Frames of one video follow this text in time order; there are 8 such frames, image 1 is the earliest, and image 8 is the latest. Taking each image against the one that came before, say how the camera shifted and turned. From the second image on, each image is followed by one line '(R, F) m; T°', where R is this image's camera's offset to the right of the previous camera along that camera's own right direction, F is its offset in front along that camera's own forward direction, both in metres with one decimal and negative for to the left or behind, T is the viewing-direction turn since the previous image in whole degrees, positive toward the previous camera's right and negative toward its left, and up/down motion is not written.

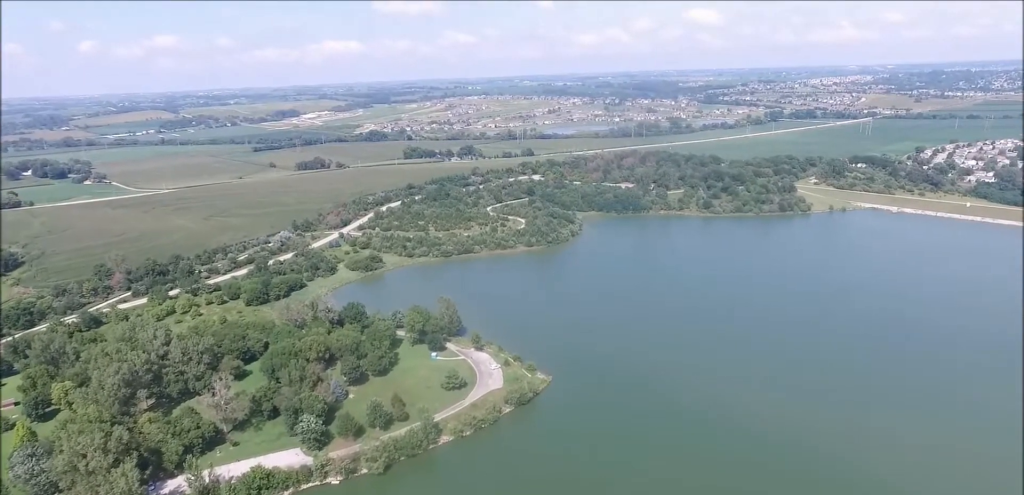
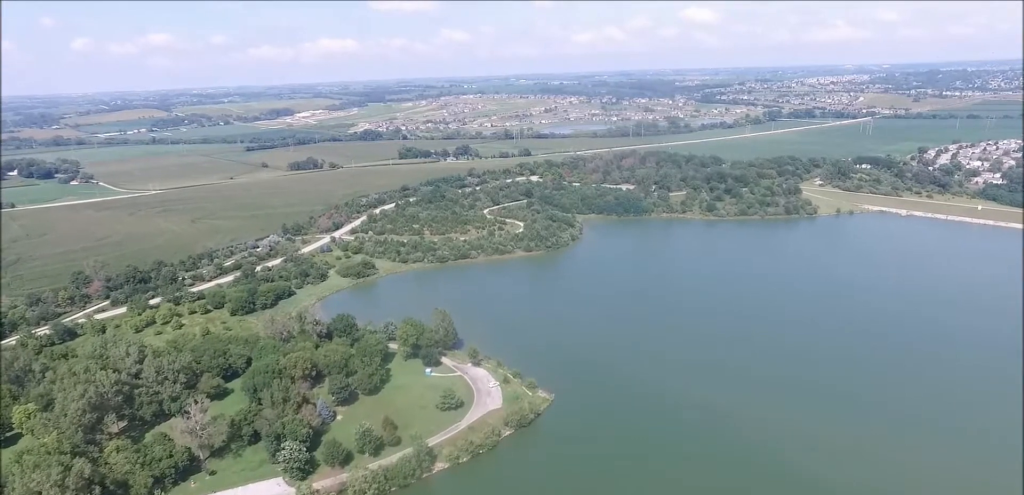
(+0.1, +18.9) m; 0°
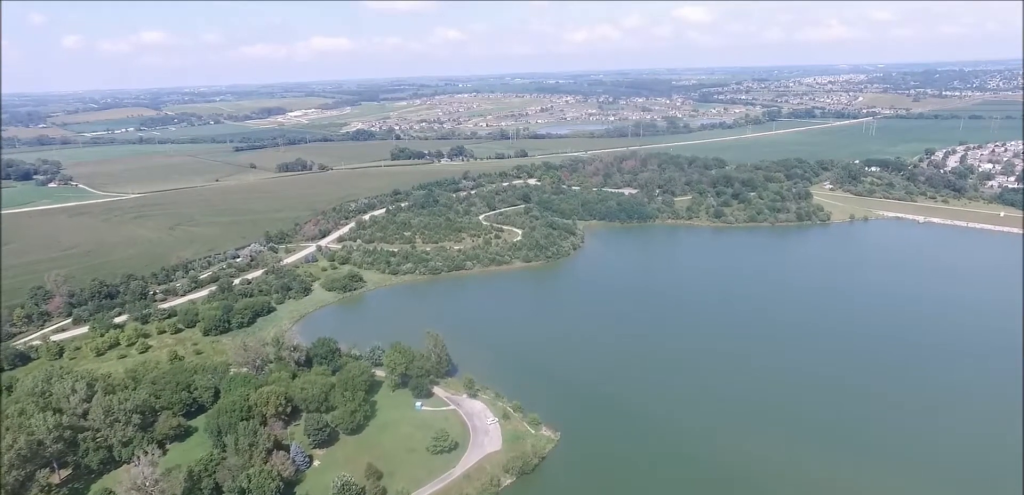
(+0.2, +30.7) m; +1°
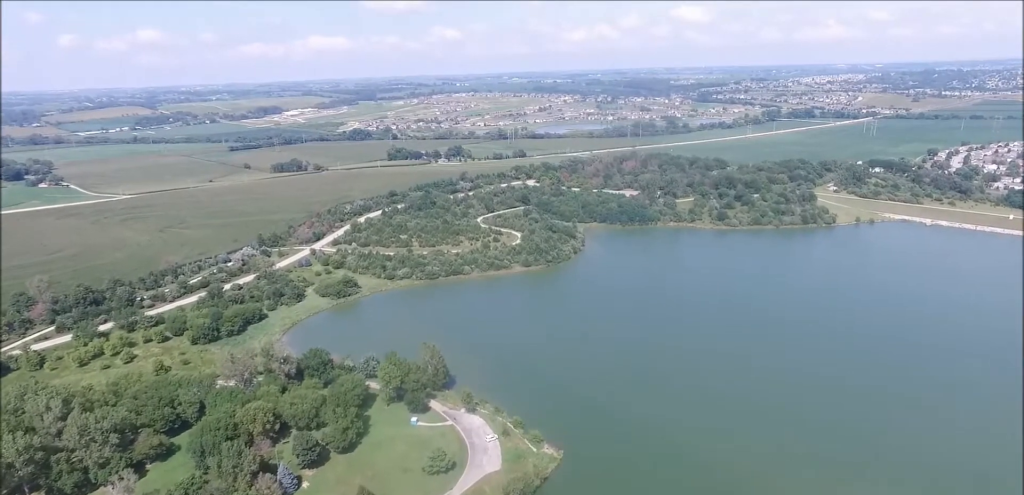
(0.0, +12.3) m; 0°
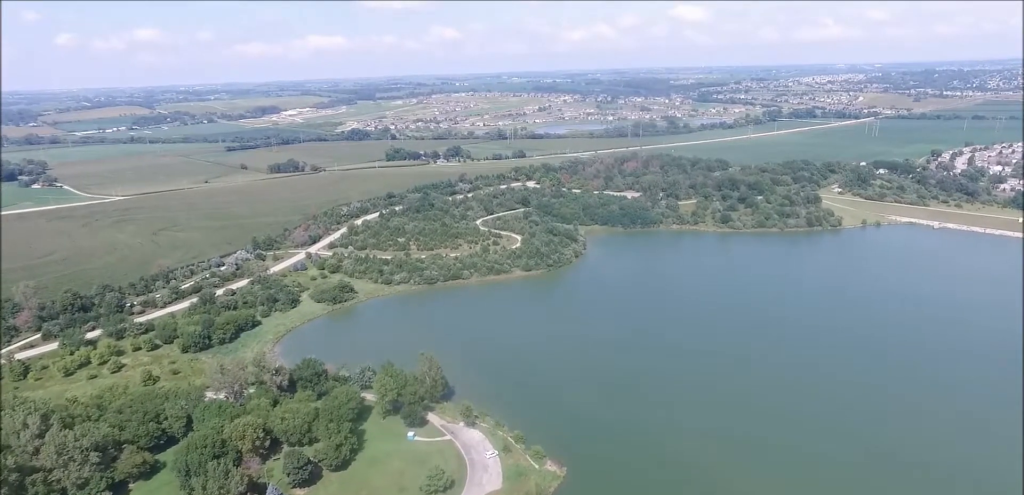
(0.0, +10.6) m; 0°
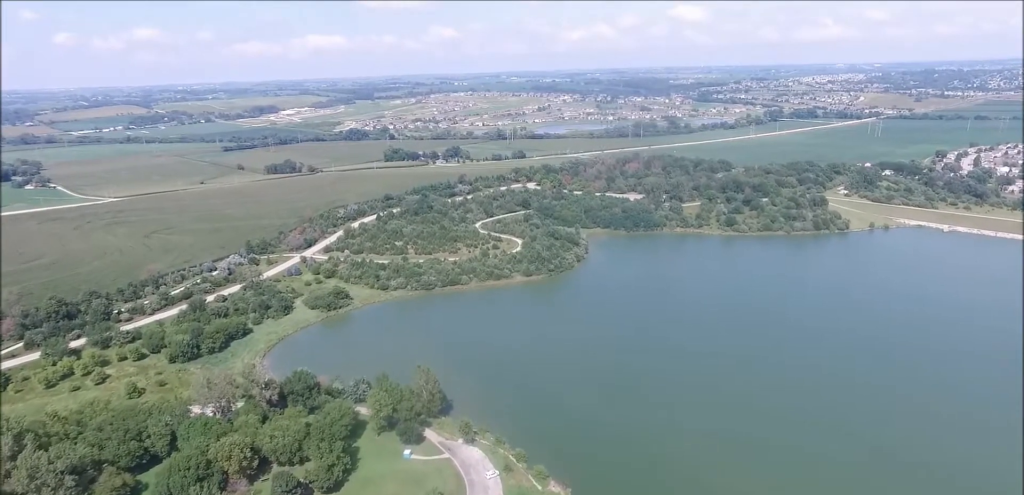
(0.0, +12.5) m; 0°
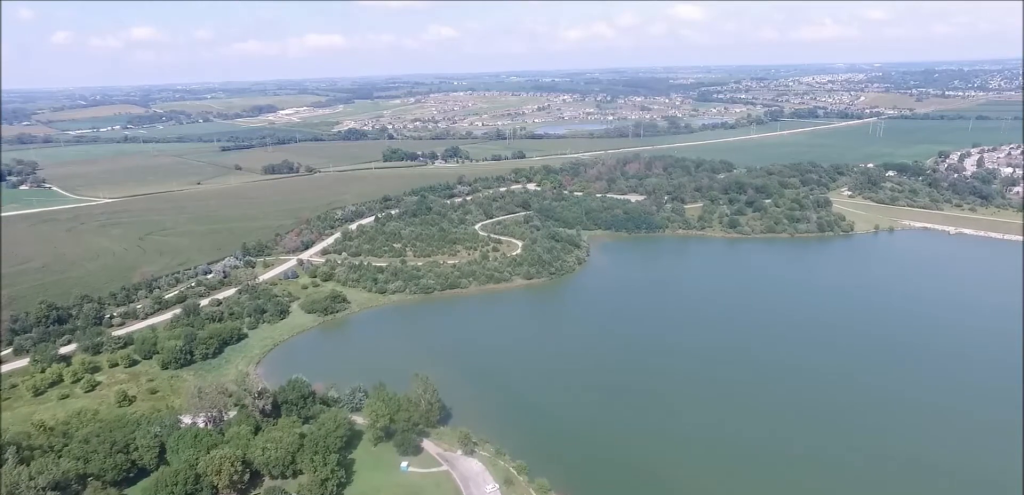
(0.0, +7.9) m; 0°
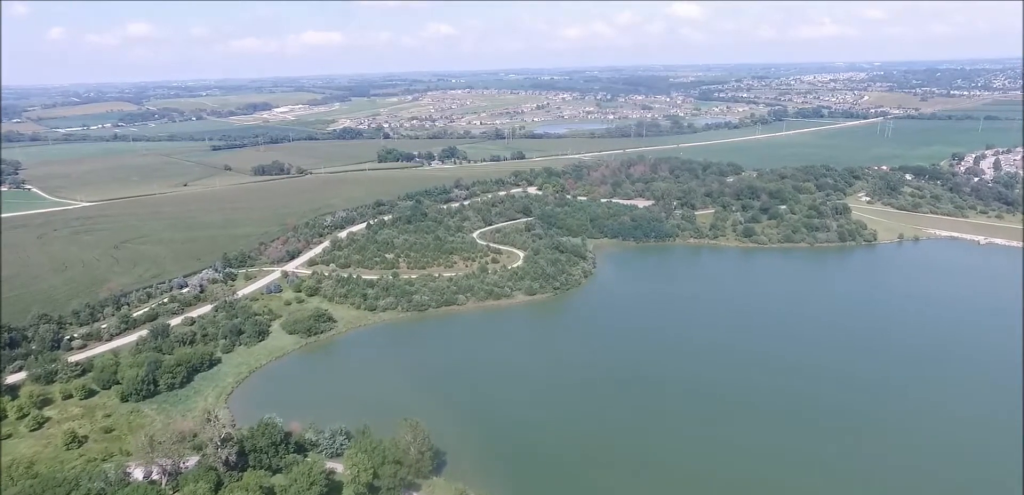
(+0.3, +31.2) m; 0°
